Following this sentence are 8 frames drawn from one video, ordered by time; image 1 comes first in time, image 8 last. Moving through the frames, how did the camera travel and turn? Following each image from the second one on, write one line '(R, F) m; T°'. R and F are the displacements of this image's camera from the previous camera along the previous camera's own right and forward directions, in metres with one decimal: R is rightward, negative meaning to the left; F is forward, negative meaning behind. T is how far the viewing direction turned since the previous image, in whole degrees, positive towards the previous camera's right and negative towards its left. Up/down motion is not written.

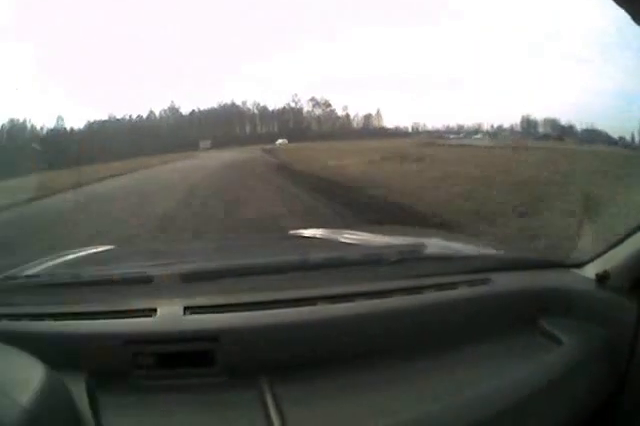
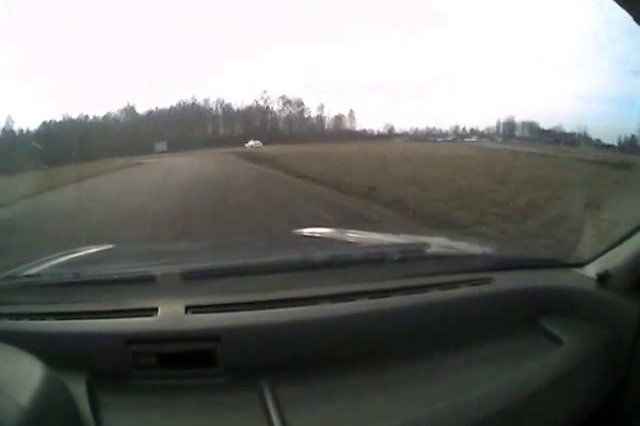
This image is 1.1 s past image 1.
(+1.1, +20.9) m; +1°
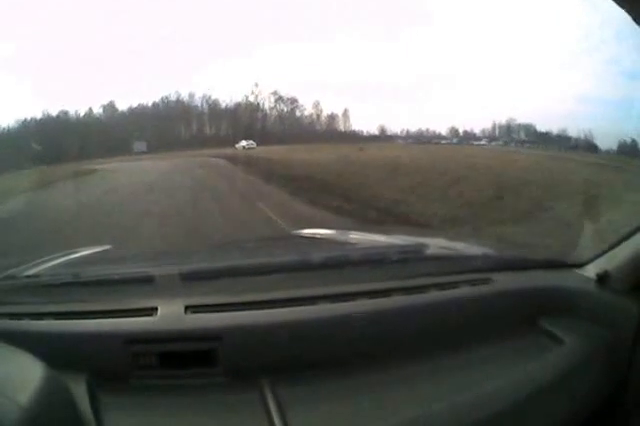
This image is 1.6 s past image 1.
(-0.1, +9.2) m; -6°
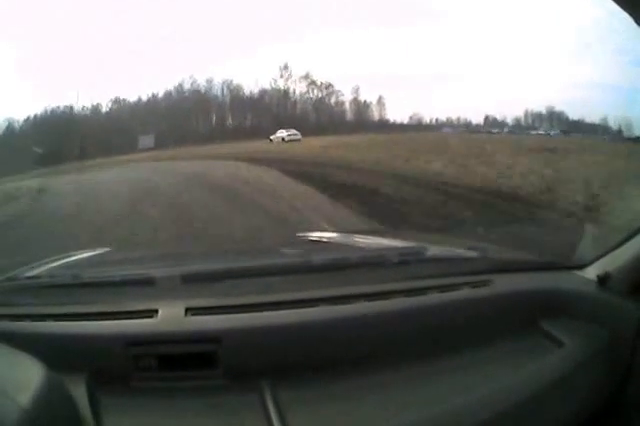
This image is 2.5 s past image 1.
(-1.3, +15.0) m; -17°
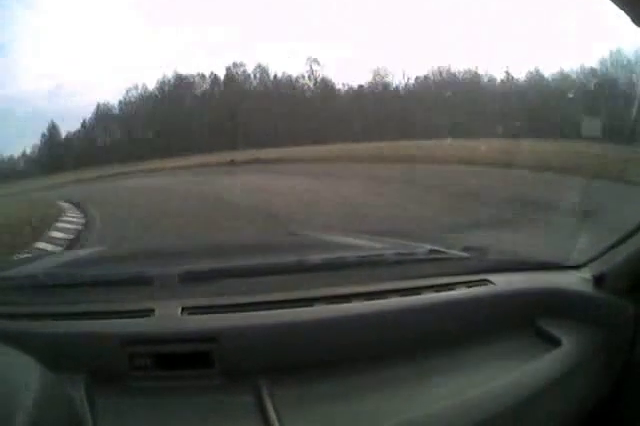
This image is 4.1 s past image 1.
(-9.3, +21.7) m; -56°
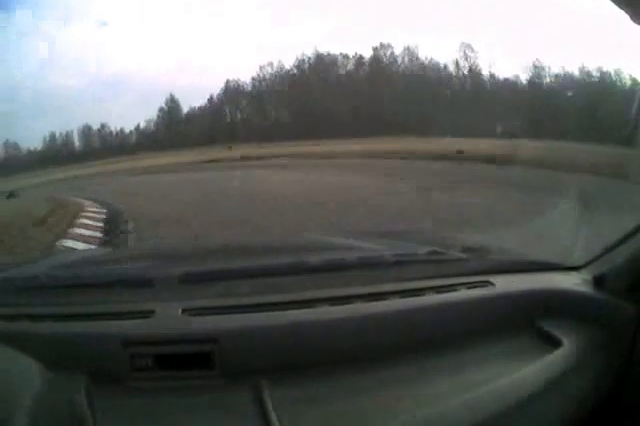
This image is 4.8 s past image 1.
(-2.8, +9.4) m; -24°
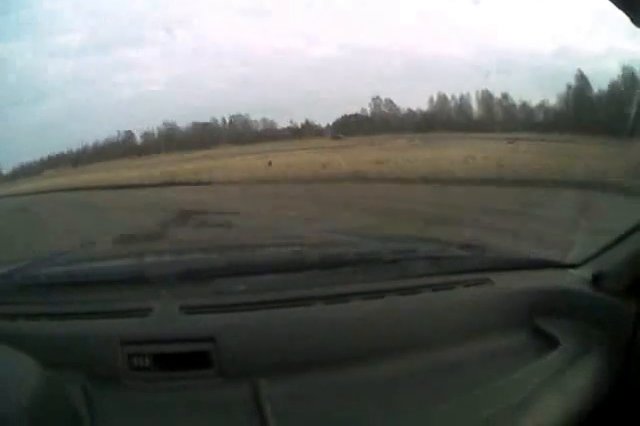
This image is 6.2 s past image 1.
(-8.0, +16.6) m; -55°
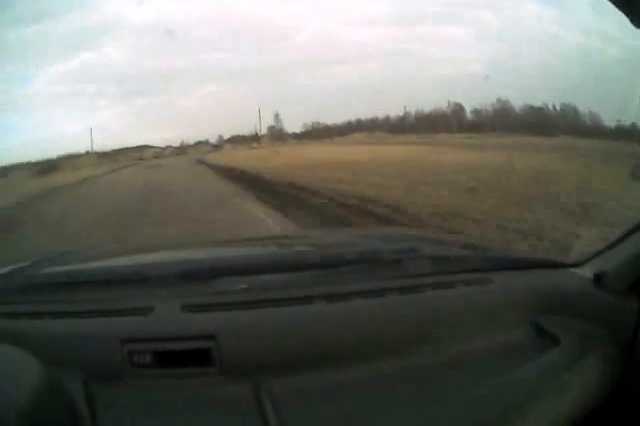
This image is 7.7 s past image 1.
(-9.6, +17.6) m; -41°
